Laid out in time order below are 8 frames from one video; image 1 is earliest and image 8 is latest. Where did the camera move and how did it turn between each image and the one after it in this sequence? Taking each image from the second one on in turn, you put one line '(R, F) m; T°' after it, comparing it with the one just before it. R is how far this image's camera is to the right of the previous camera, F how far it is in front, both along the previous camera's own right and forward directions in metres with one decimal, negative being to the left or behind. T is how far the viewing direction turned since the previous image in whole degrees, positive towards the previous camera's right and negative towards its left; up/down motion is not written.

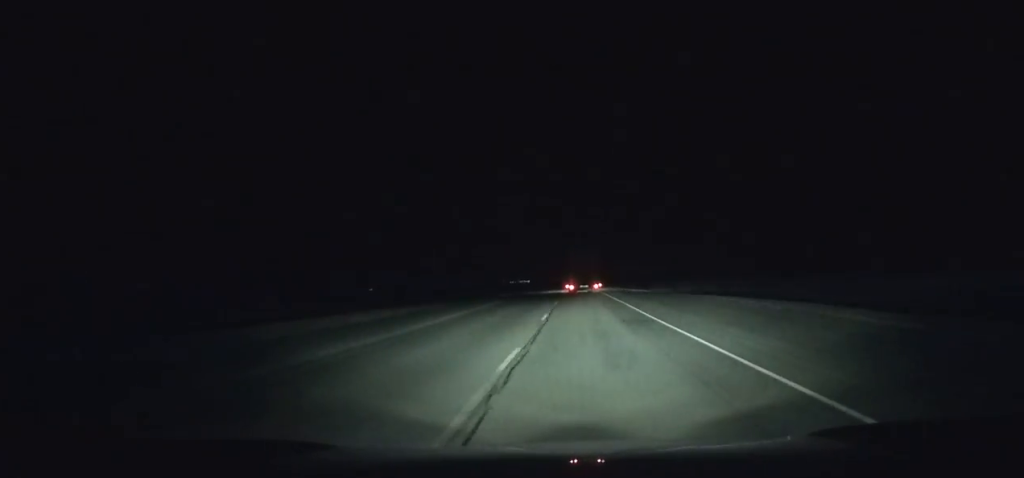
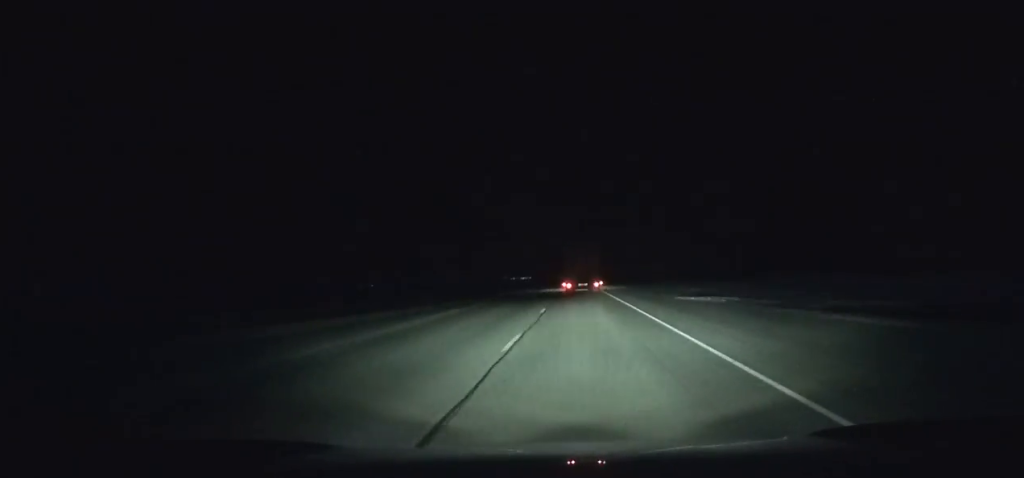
(0.0, +33.5) m; 0°
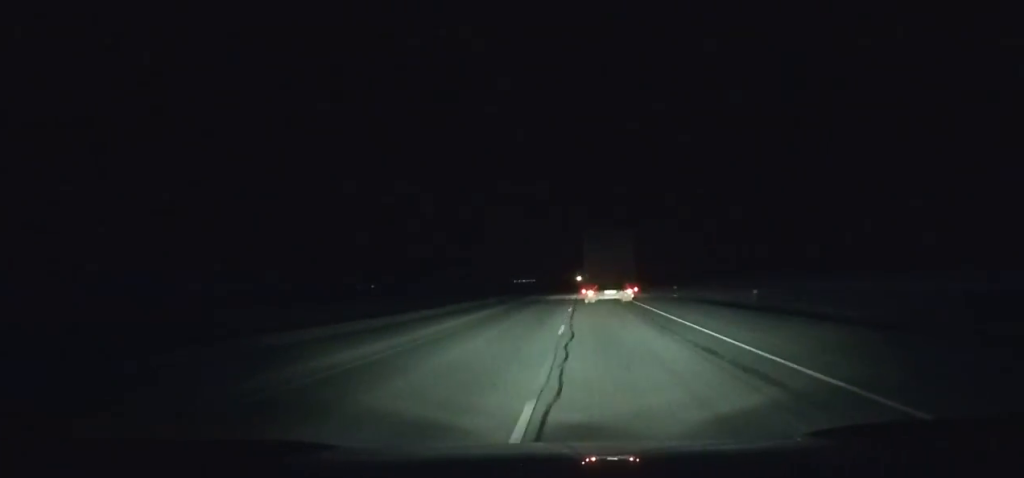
(-0.1, +108.1) m; 0°
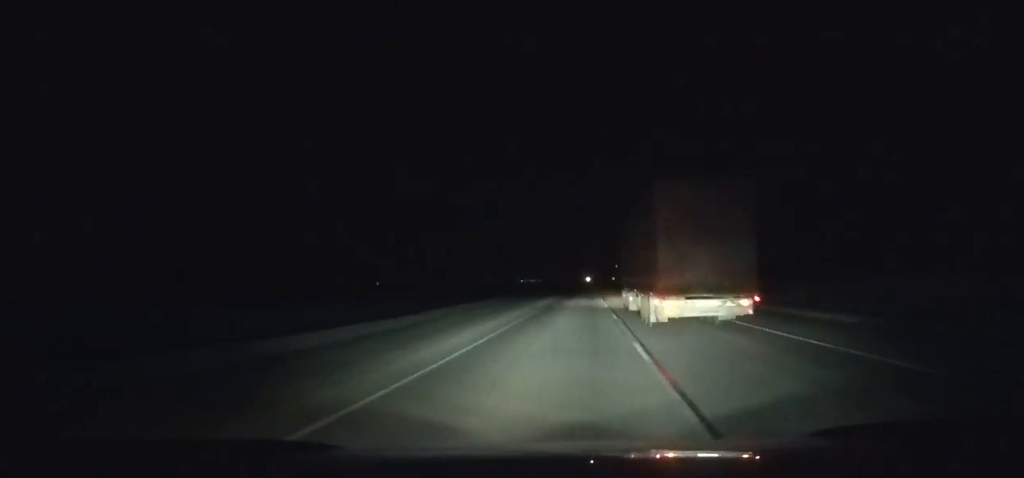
(-0.3, +117.6) m; -1°
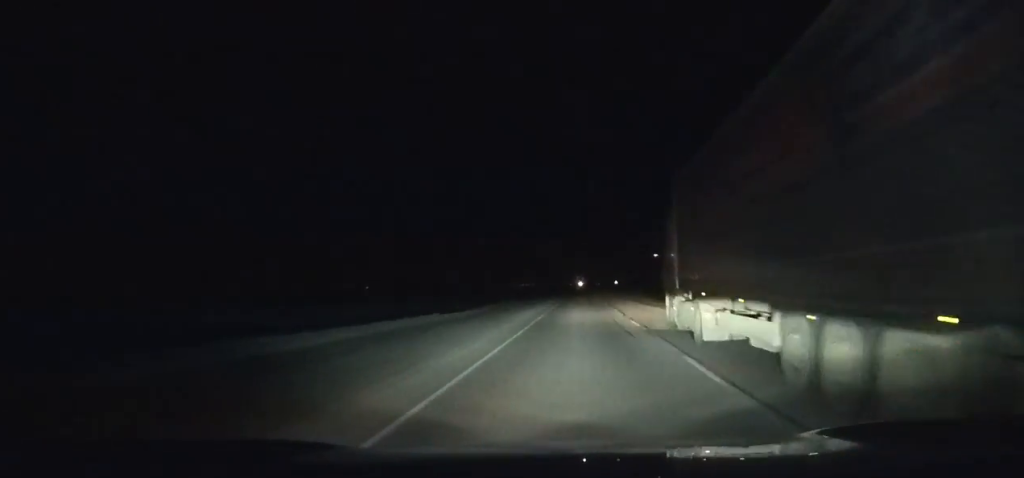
(-0.4, +60.9) m; 0°
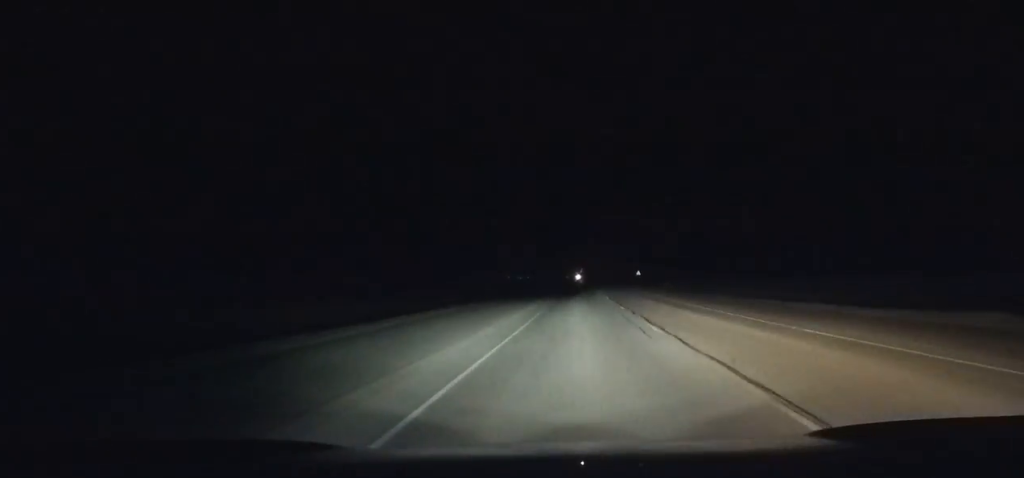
(+0.2, +73.4) m; +1°
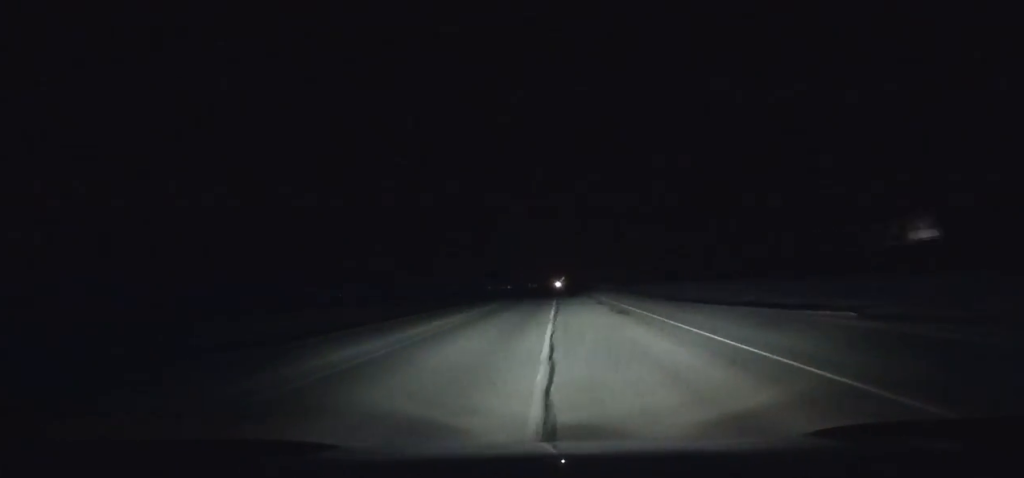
(+1.2, +97.8) m; +1°
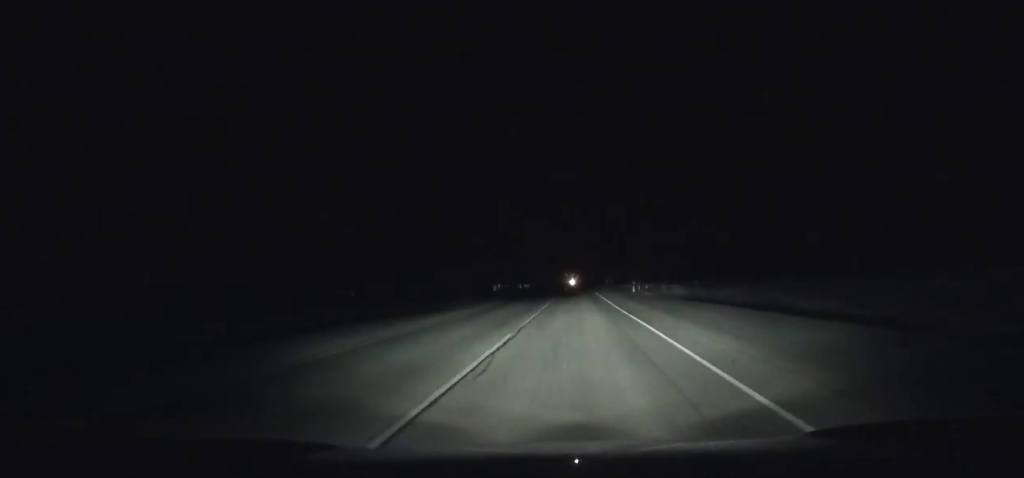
(-0.2, +88.4) m; 0°
